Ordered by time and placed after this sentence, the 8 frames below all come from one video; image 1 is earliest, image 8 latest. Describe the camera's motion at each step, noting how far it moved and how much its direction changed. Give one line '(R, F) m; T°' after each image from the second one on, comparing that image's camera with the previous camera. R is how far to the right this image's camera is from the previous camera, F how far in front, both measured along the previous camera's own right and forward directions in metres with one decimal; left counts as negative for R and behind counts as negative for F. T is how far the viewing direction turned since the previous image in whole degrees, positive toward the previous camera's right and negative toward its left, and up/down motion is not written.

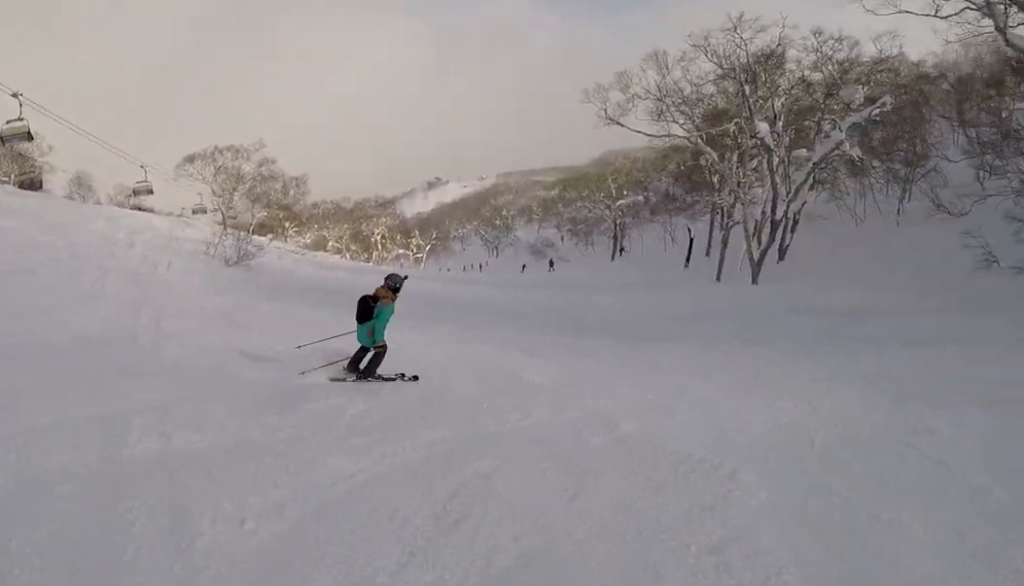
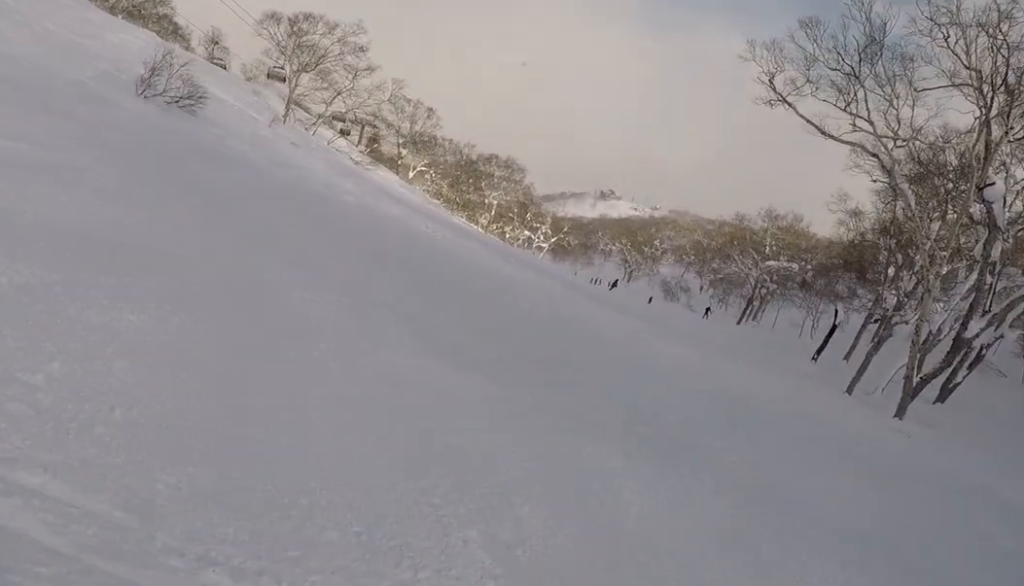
(+0.9, +12.1) m; -13°
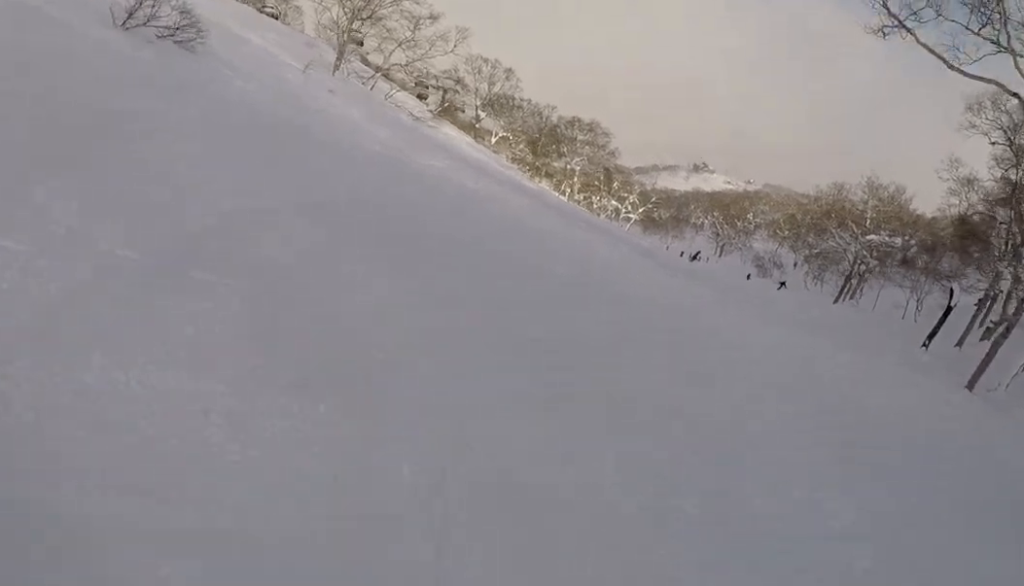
(-0.7, +3.6) m; -12°
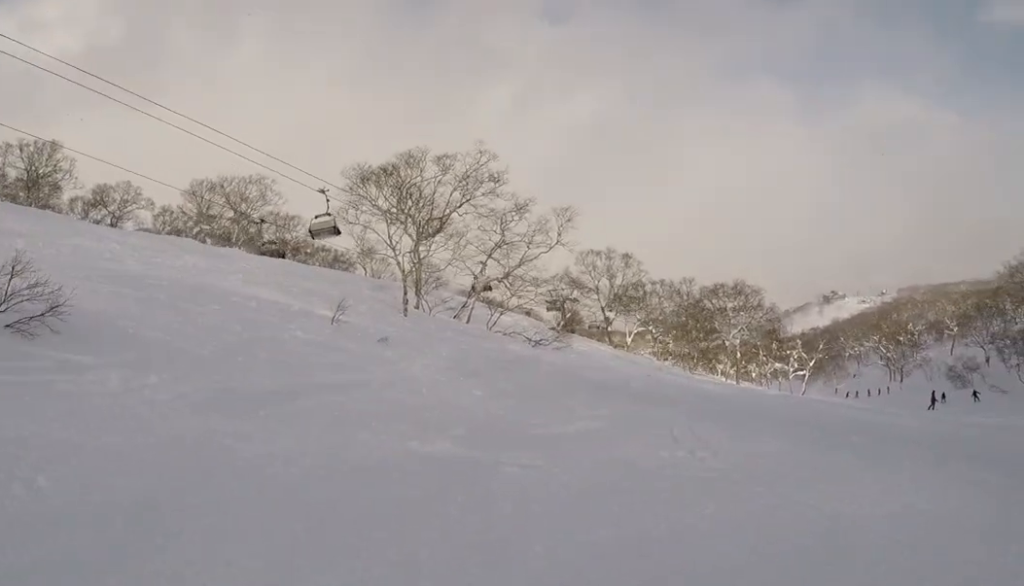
(-0.7, +12.0) m; -4°
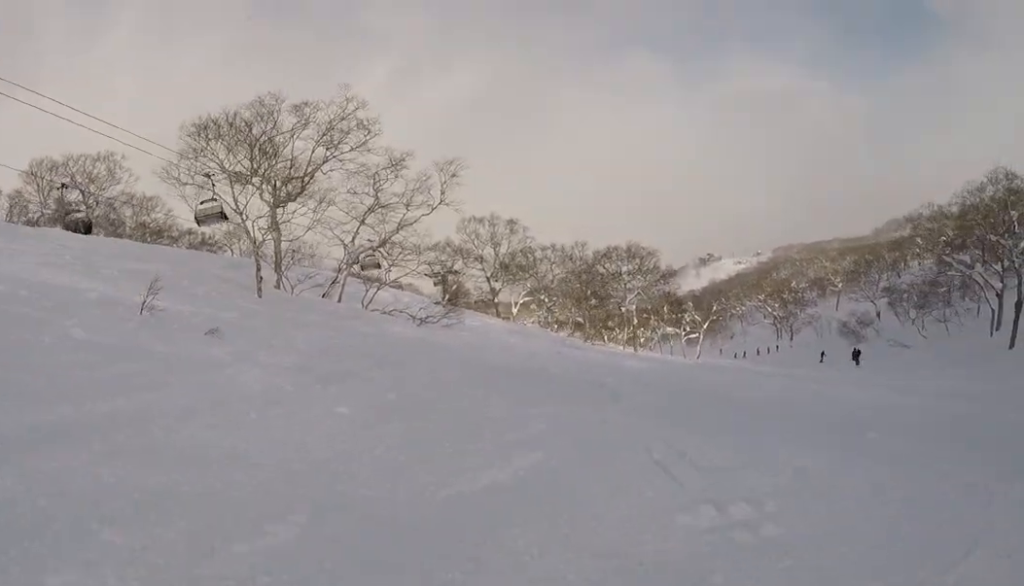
(0.0, +5.1) m; +11°
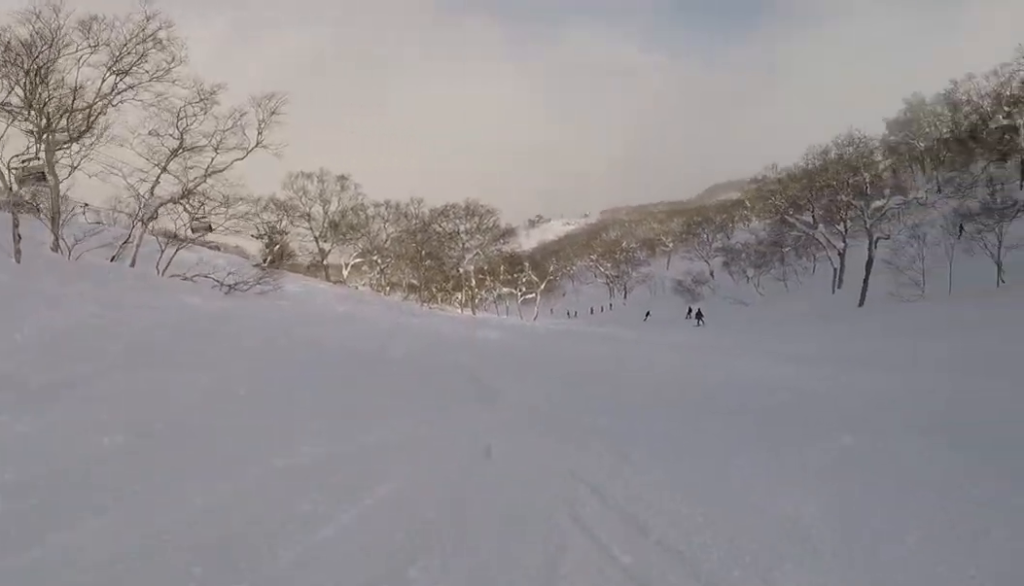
(+0.4, +4.1) m; +16°
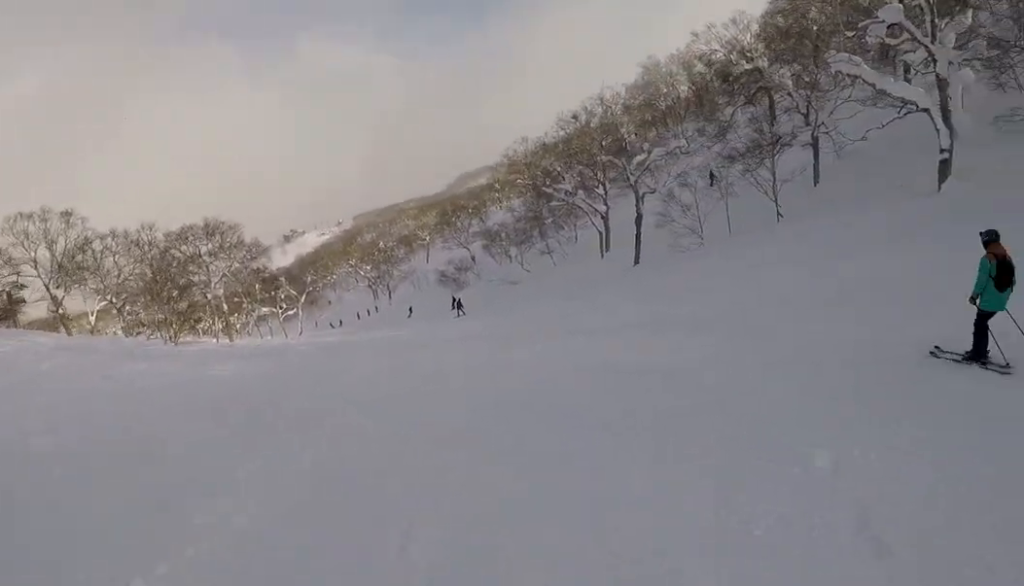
(+0.7, +4.1) m; +18°
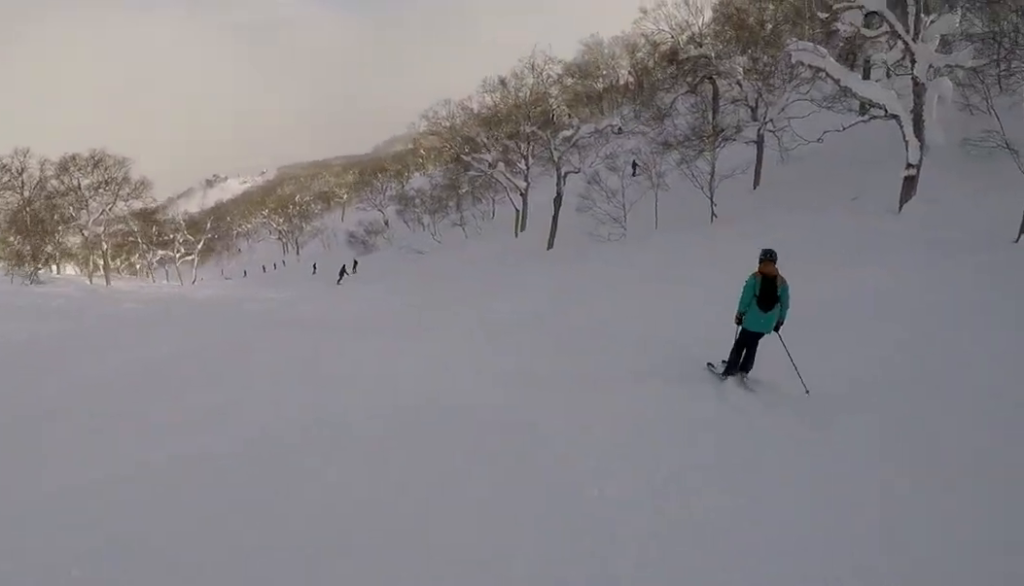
(+0.6, +4.2) m; -7°
